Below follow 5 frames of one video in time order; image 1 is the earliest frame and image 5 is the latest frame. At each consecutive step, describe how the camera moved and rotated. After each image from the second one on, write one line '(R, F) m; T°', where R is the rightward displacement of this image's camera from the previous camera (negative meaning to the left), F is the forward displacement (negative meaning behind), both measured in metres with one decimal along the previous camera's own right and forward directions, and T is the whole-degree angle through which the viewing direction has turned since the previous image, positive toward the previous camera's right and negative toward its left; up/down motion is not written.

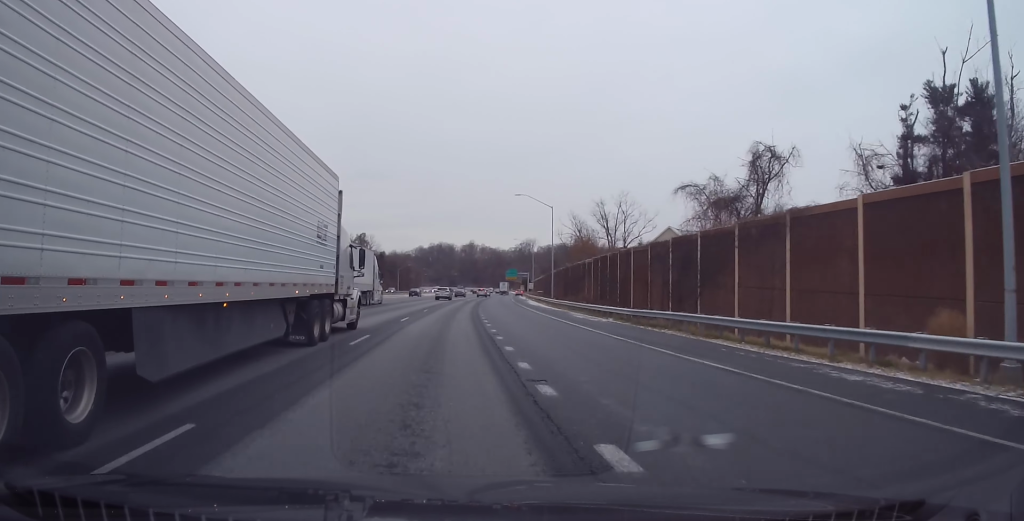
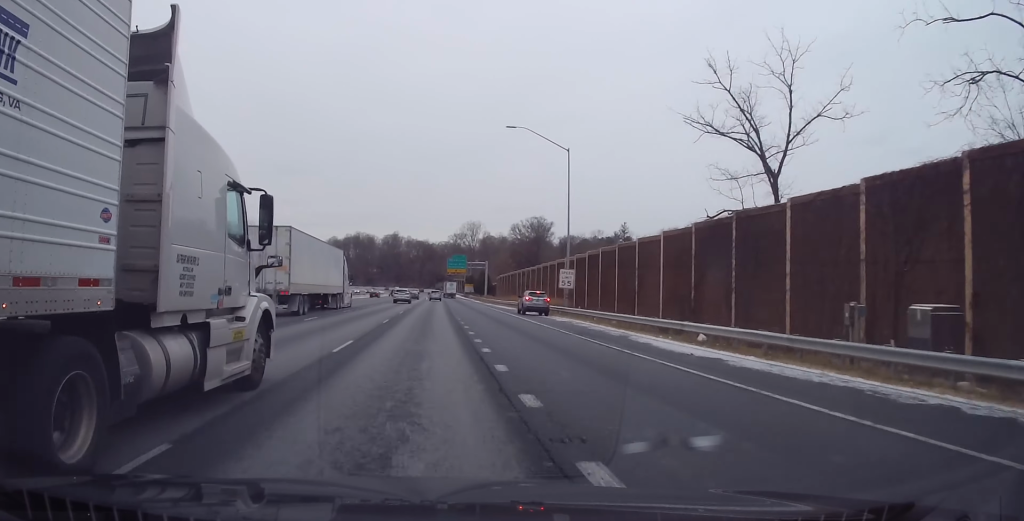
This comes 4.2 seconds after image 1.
(+6.6, +122.1) m; +5°
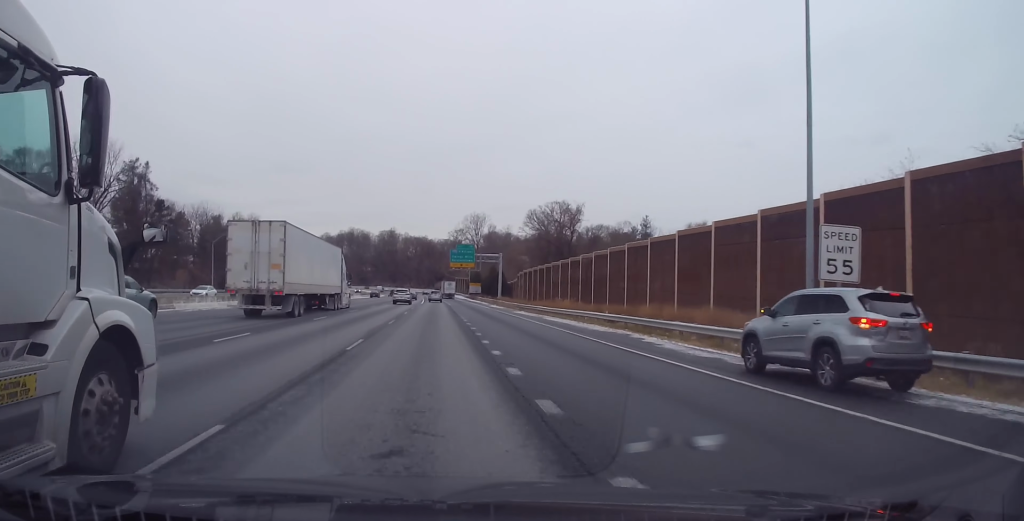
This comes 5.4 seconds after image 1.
(+0.3, +36.5) m; 0°
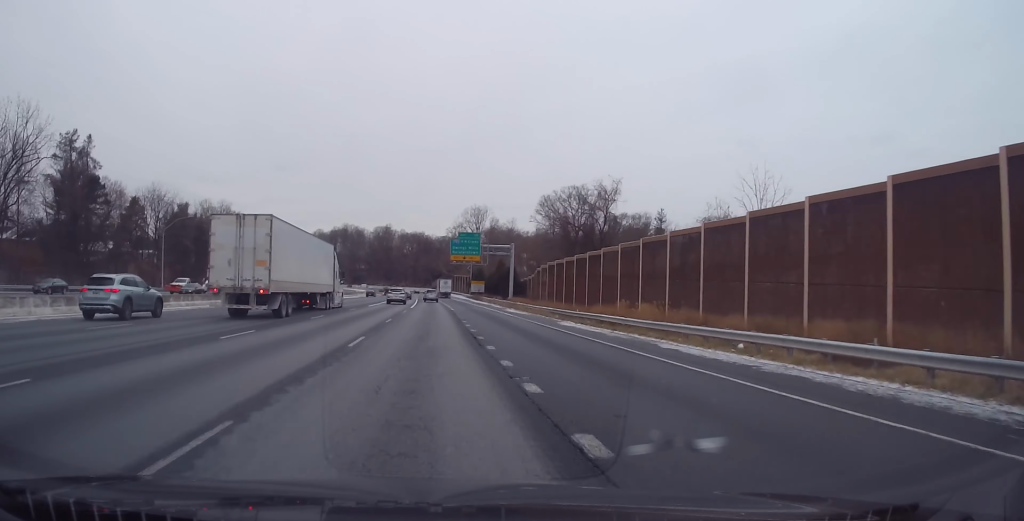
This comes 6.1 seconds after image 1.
(0.0, +22.8) m; 0°
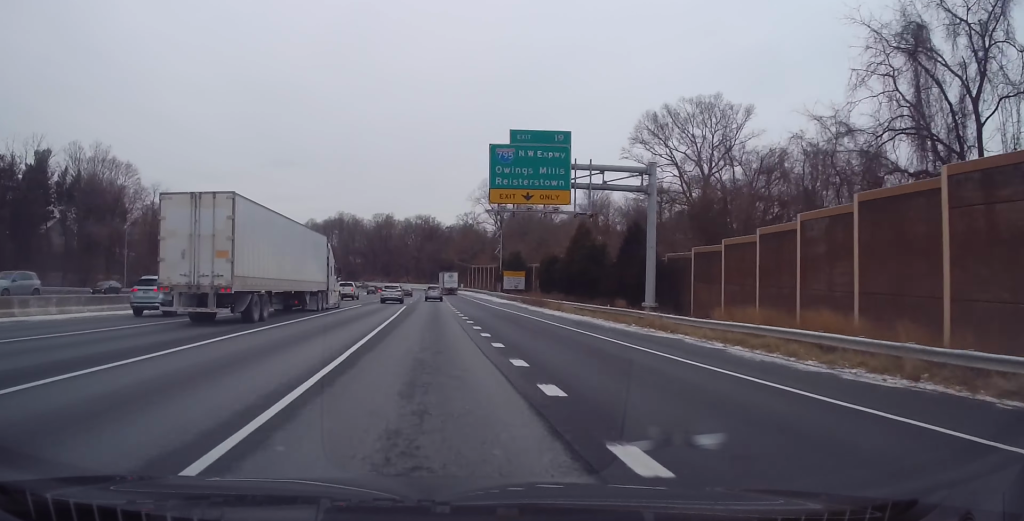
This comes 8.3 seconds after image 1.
(0.0, +65.4) m; 0°
